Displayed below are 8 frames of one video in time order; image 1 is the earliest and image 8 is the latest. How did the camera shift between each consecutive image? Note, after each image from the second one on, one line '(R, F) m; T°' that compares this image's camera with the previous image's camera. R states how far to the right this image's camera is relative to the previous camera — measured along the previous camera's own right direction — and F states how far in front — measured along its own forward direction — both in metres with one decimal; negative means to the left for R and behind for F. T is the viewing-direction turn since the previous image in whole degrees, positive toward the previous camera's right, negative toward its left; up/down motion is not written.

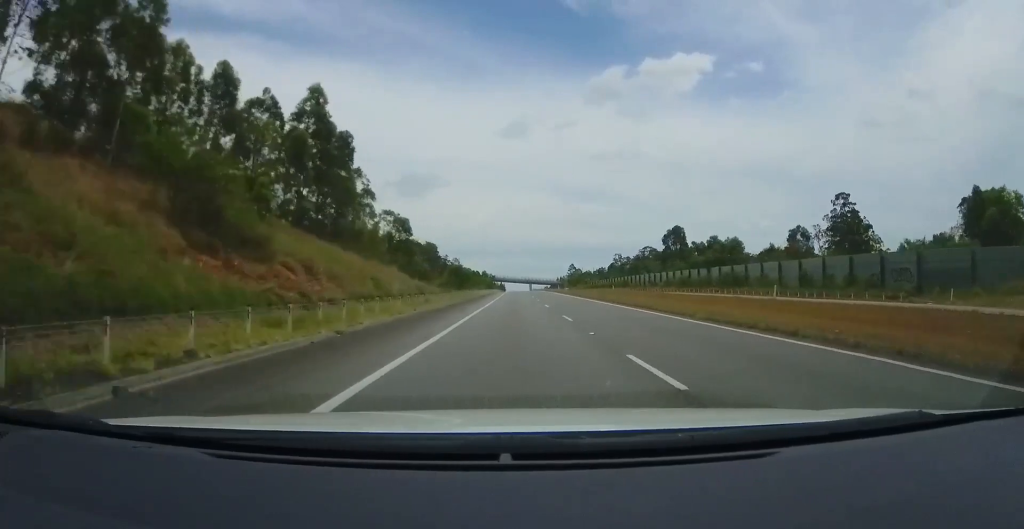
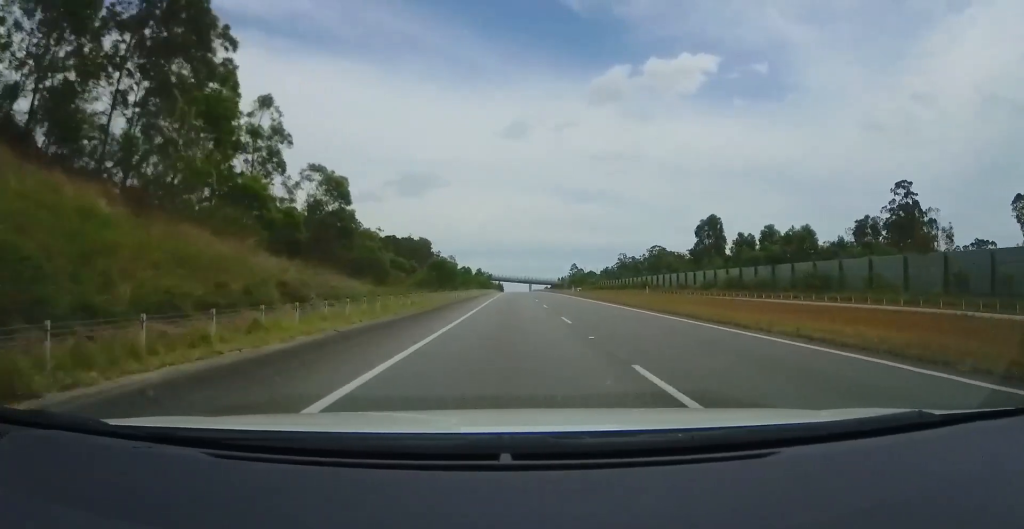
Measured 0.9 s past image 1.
(-0.1, +25.6) m; 0°
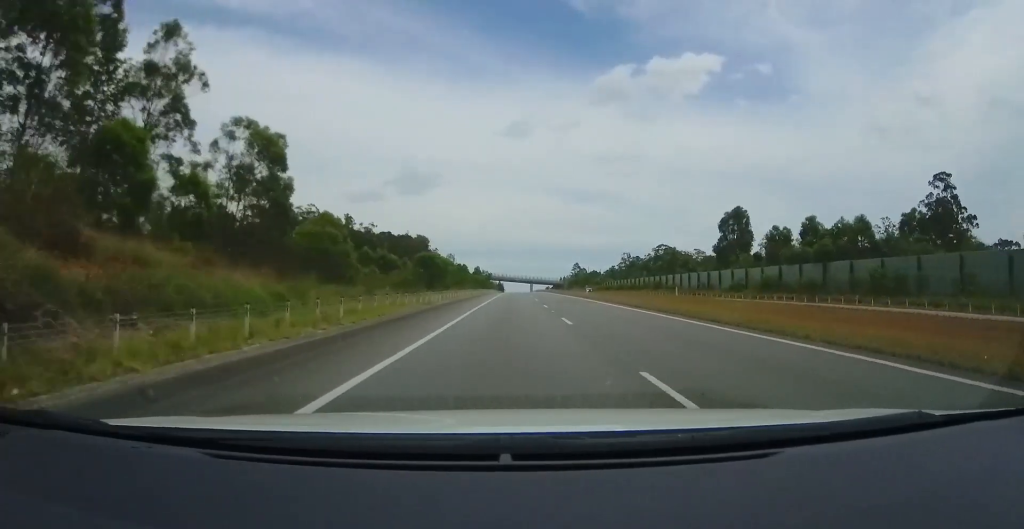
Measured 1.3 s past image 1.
(0.0, +12.8) m; 0°
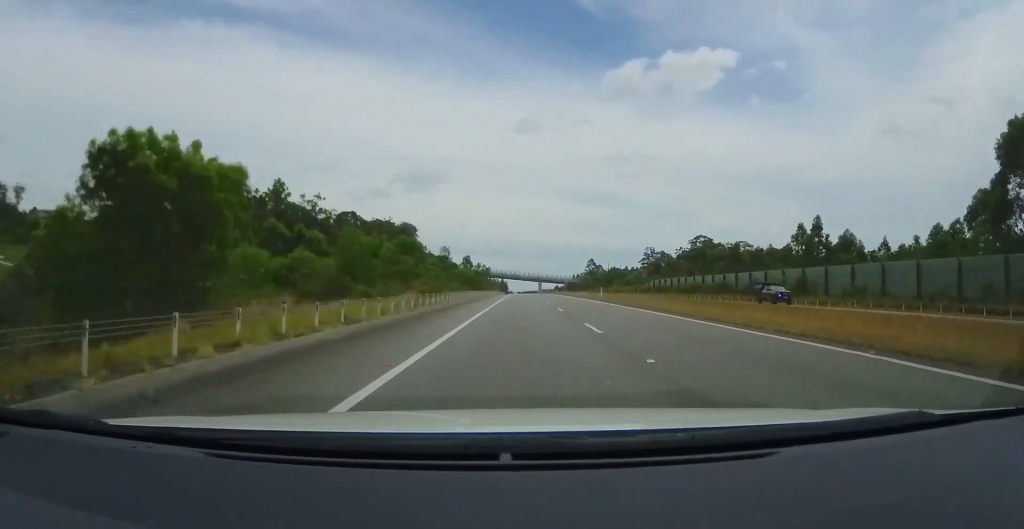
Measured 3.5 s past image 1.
(-0.6, +62.8) m; -2°
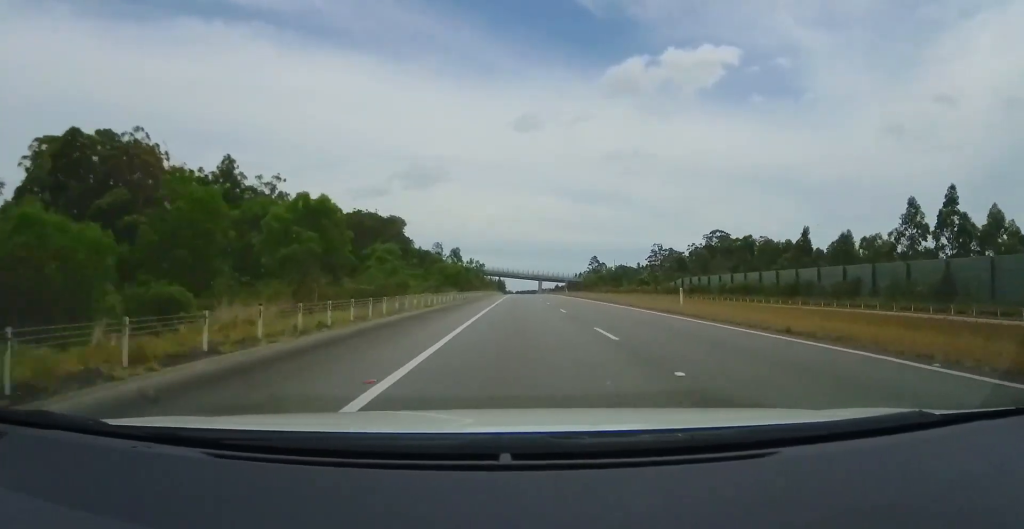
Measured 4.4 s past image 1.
(-0.2, +25.7) m; 0°
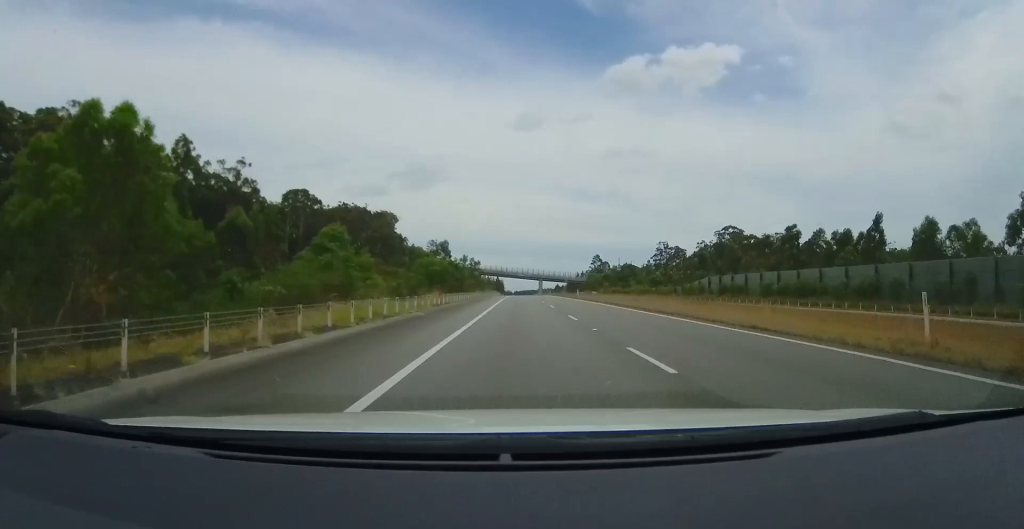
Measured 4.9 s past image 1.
(0.0, +16.4) m; 0°
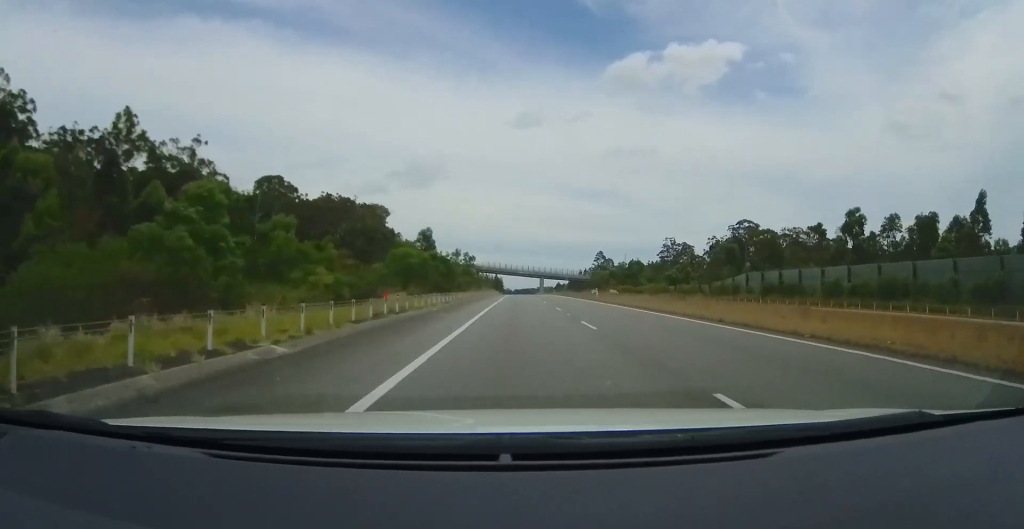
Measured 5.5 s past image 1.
(0.0, +16.4) m; +1°
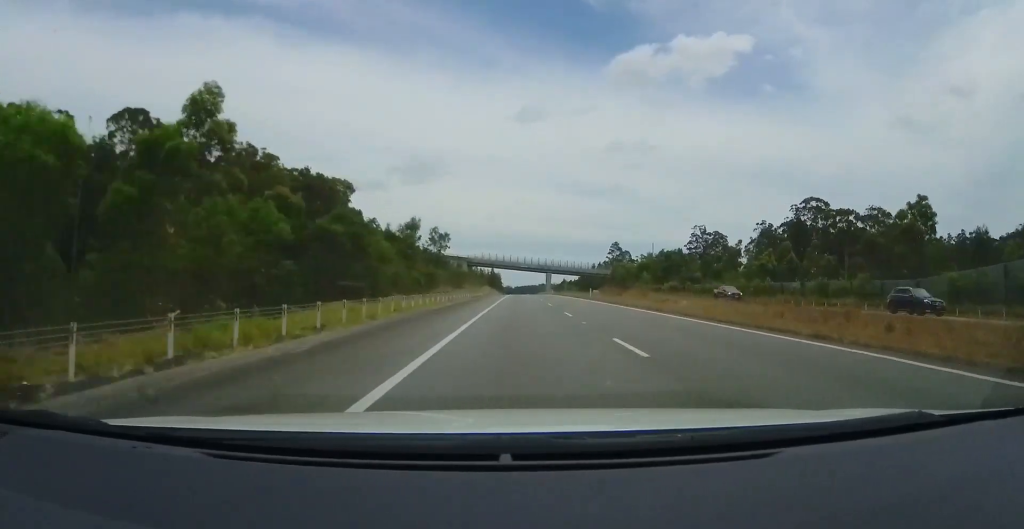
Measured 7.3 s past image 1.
(+0.4, +54.5) m; +1°
